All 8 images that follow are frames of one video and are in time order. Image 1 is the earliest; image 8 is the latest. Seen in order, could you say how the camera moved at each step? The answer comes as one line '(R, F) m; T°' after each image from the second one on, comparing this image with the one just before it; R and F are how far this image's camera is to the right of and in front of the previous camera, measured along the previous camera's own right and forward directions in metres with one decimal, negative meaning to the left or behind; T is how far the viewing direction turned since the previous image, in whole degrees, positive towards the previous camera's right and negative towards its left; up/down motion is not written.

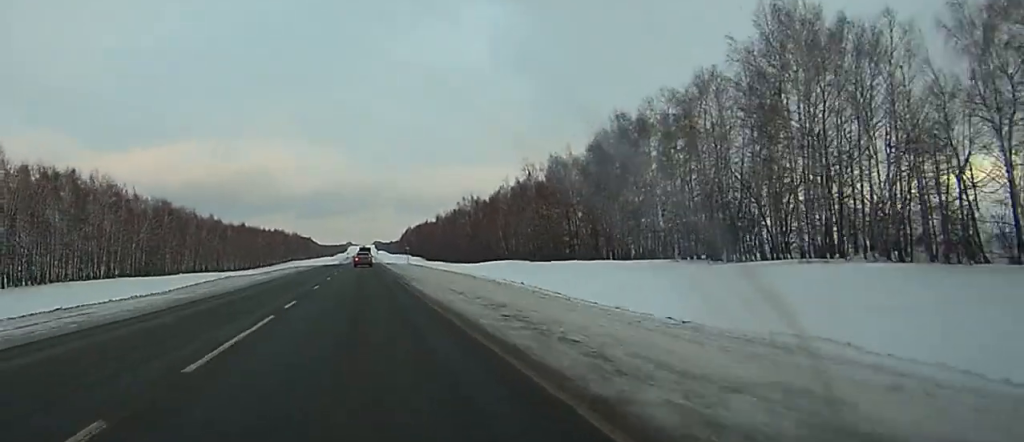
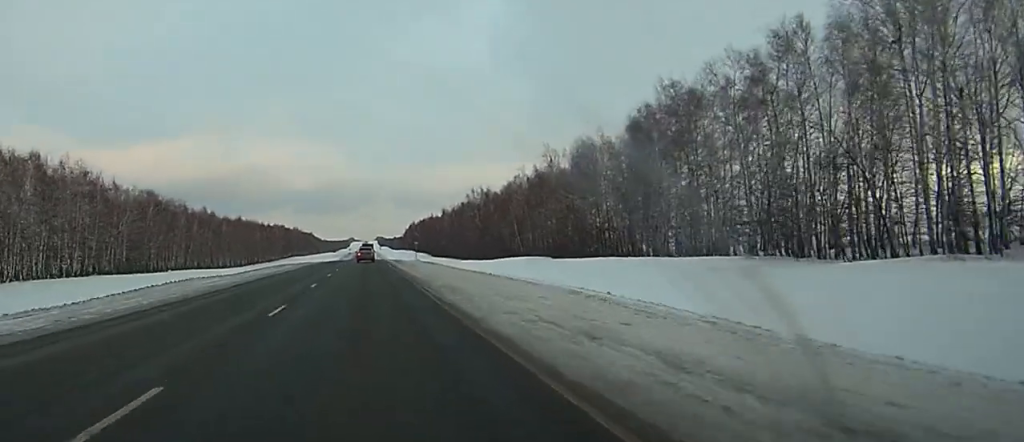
(+0.2, +16.0) m; +1°
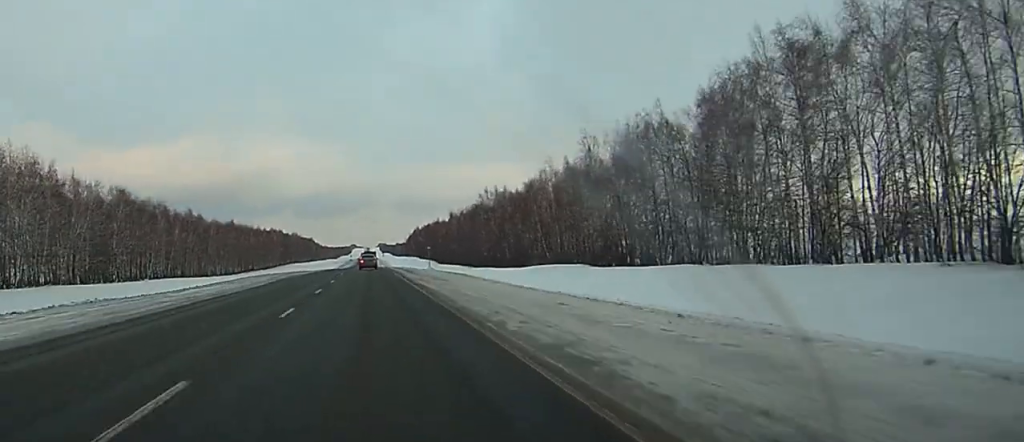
(+0.2, +22.9) m; +1°
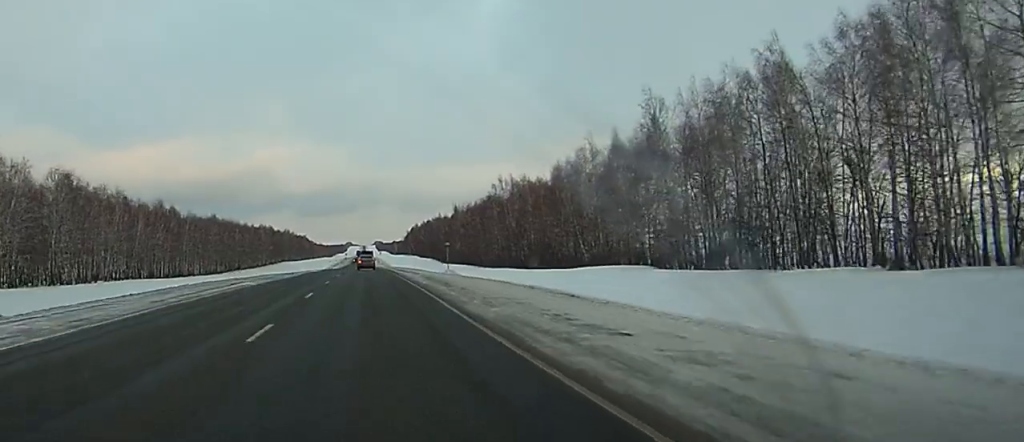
(0.0, +28.4) m; 0°
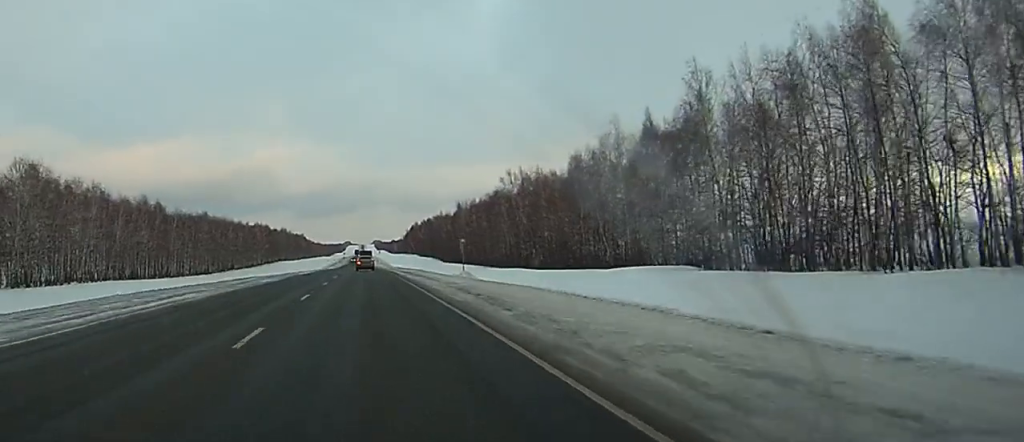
(0.0, +13.0) m; 0°
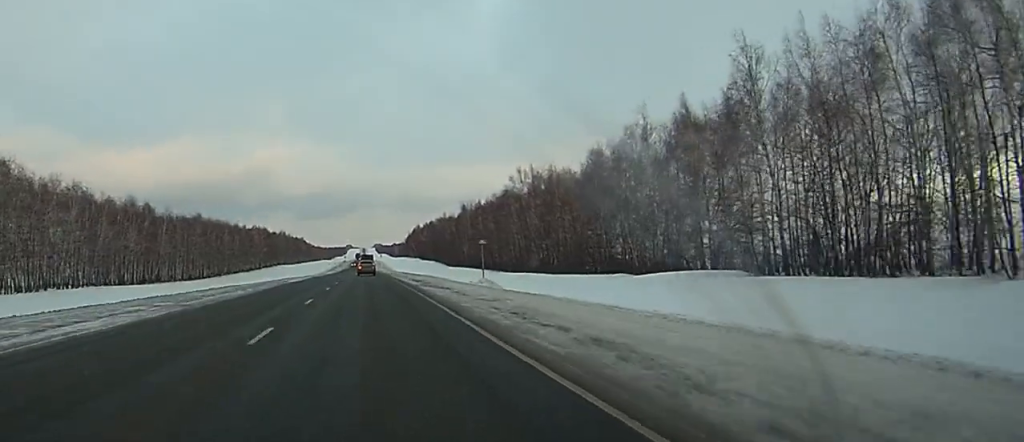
(+0.1, +10.6) m; 0°
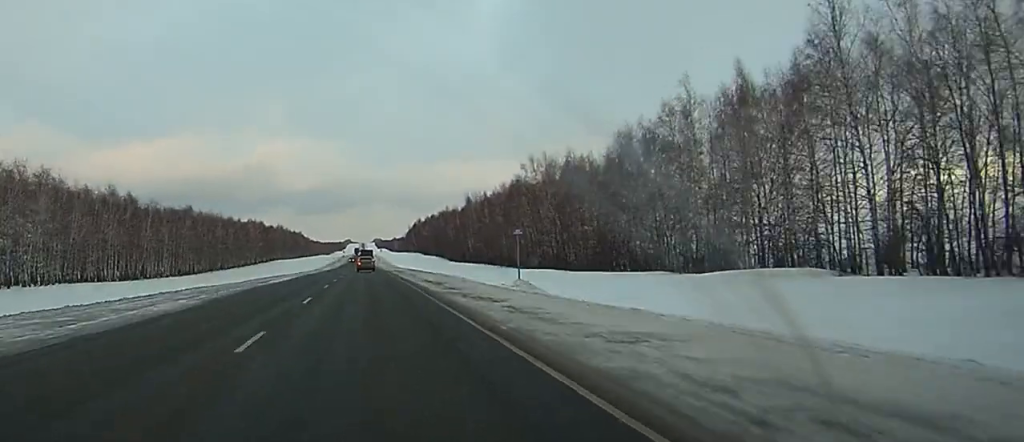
(0.0, +13.2) m; 0°
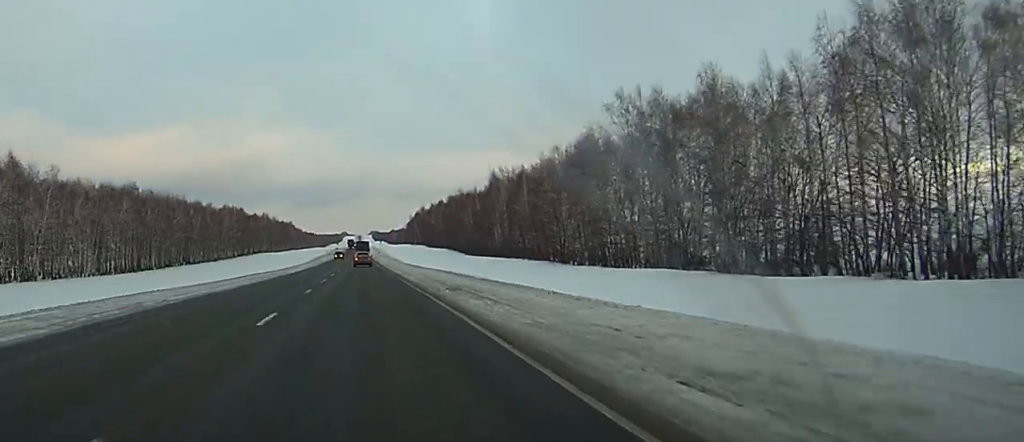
(+0.6, +56.9) m; +1°
